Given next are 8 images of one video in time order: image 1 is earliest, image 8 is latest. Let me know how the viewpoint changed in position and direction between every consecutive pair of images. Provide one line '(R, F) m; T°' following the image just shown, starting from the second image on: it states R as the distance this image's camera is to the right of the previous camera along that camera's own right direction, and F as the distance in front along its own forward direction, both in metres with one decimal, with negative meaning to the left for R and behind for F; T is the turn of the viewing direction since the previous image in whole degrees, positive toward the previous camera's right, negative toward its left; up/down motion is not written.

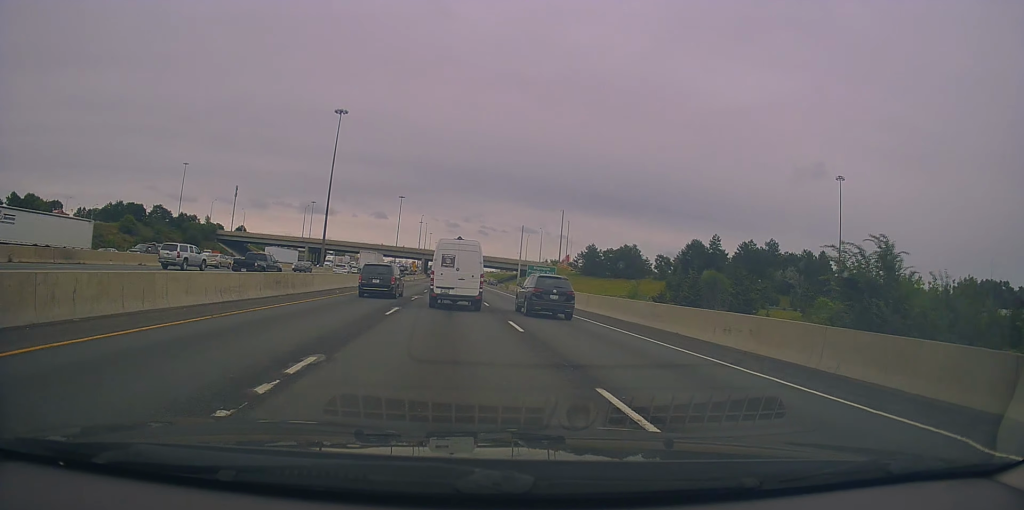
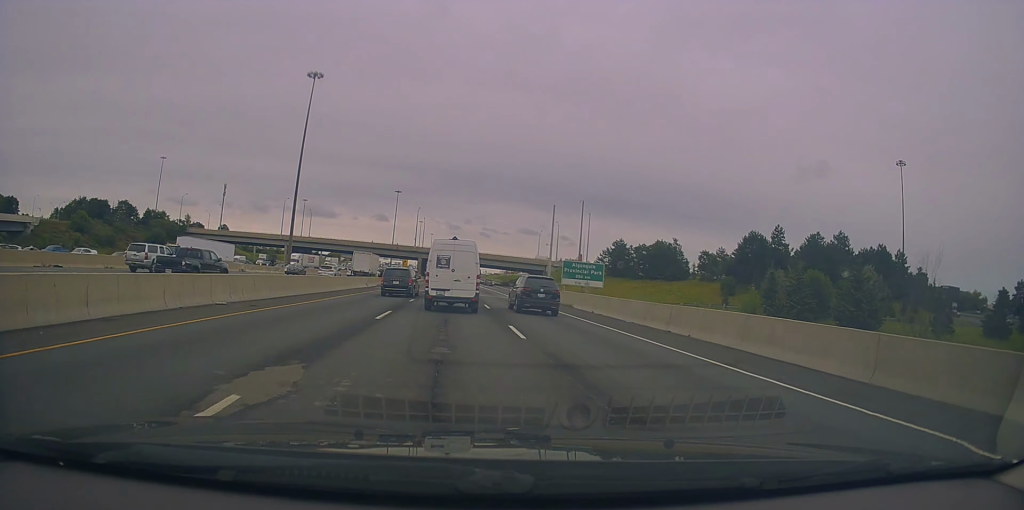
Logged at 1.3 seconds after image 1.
(+0.5, +26.3) m; +2°
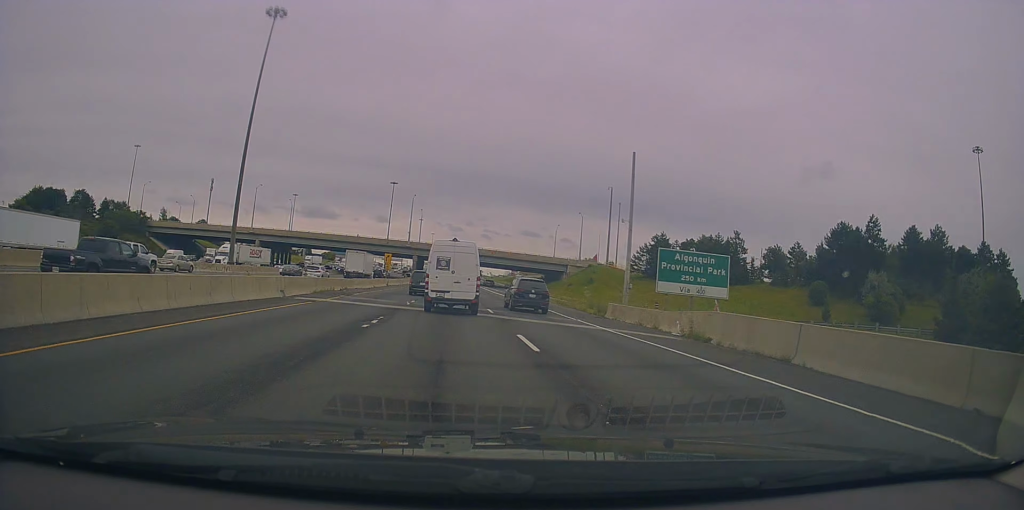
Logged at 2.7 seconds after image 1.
(+0.1, +27.0) m; 0°
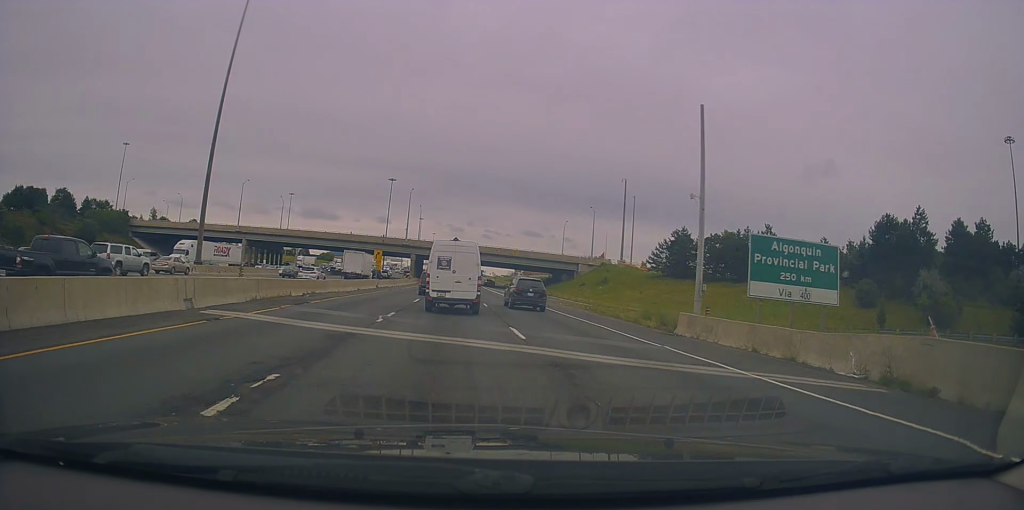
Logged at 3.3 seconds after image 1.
(0.0, +10.2) m; -1°
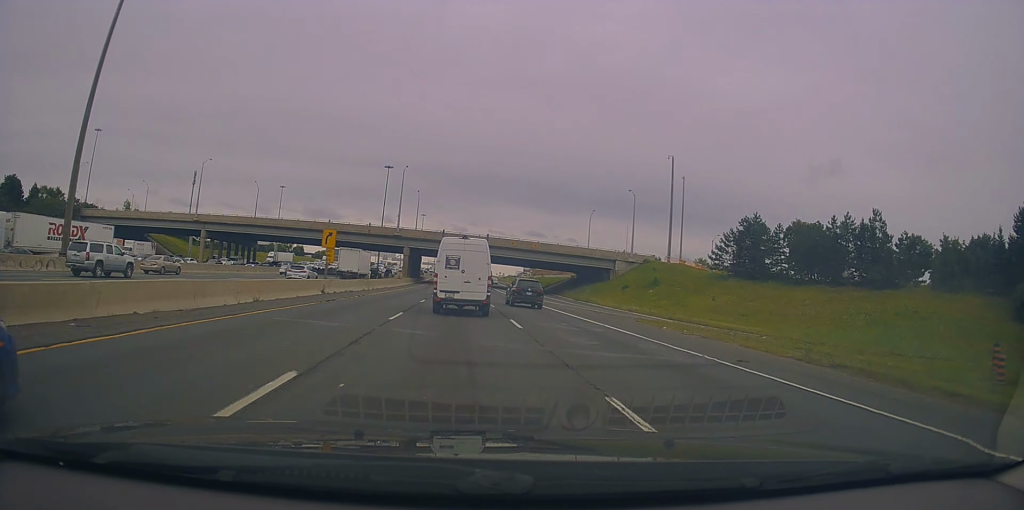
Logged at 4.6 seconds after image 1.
(-0.5, +24.9) m; -2°
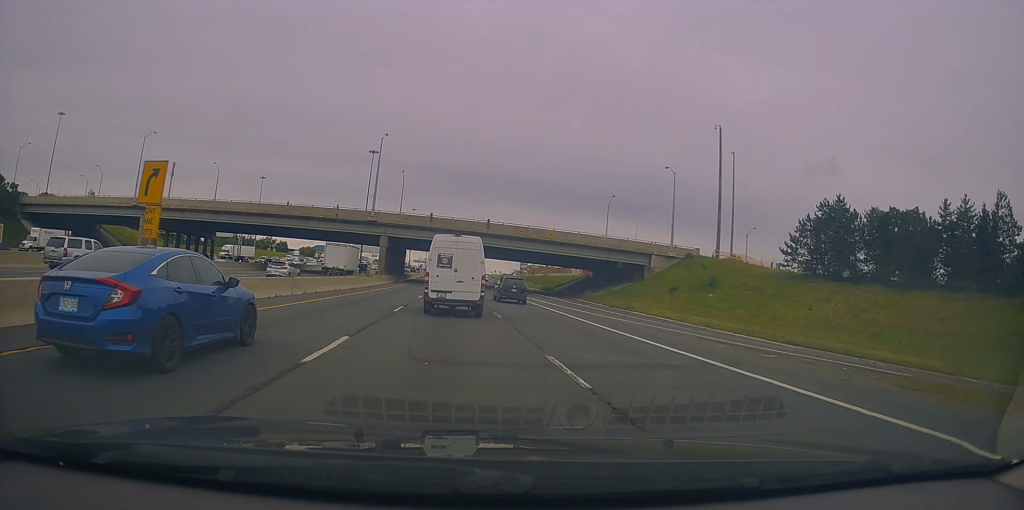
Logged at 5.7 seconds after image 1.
(+0.1, +21.1) m; +1°
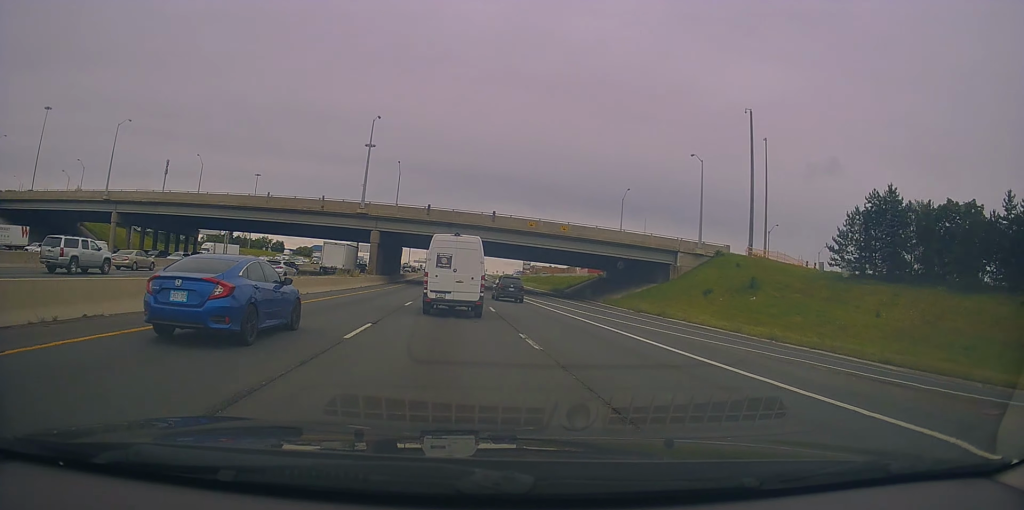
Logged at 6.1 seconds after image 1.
(+0.2, +8.8) m; 0°
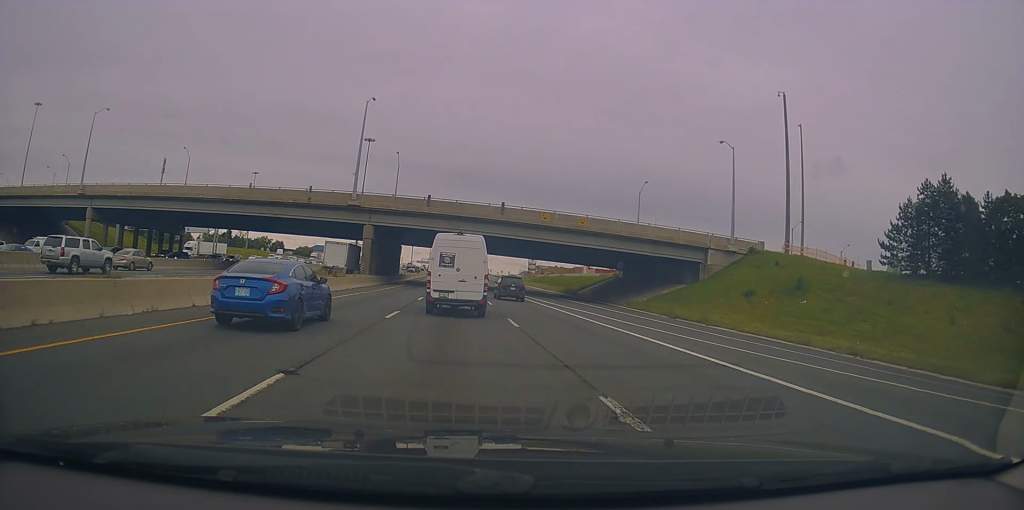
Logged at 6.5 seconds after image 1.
(+0.1, +7.5) m; 0°
